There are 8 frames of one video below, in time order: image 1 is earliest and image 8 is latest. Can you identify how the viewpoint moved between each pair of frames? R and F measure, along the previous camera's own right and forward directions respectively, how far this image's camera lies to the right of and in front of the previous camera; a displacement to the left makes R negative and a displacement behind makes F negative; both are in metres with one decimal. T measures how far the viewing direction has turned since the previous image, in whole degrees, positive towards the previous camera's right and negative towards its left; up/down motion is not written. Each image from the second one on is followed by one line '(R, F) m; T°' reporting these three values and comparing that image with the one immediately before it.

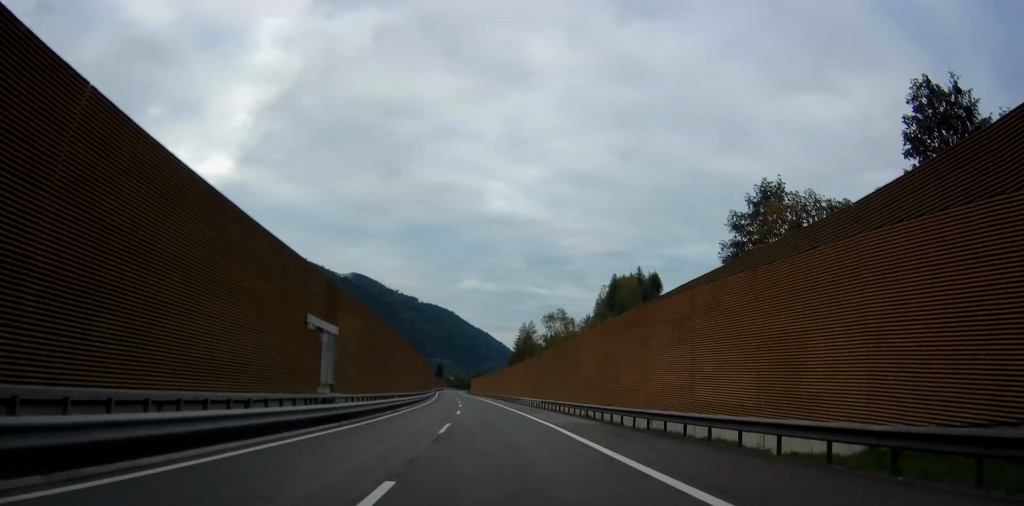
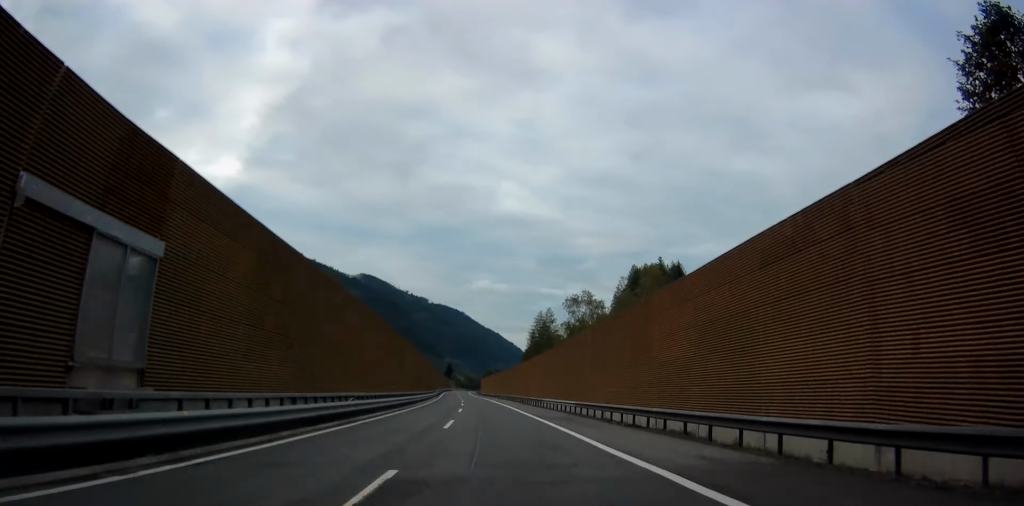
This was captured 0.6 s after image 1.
(-0.3, +16.3) m; -1°
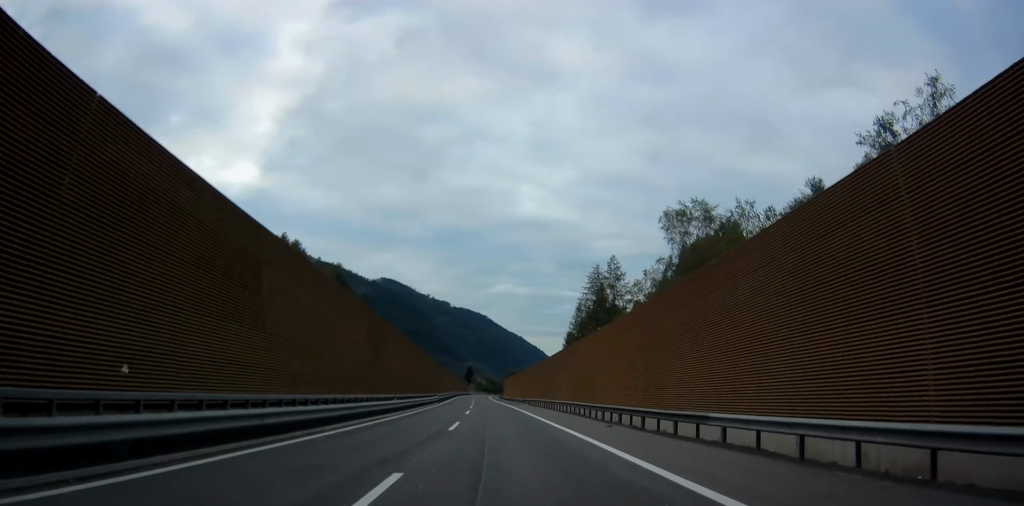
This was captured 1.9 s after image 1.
(-0.9, +36.1) m; -2°
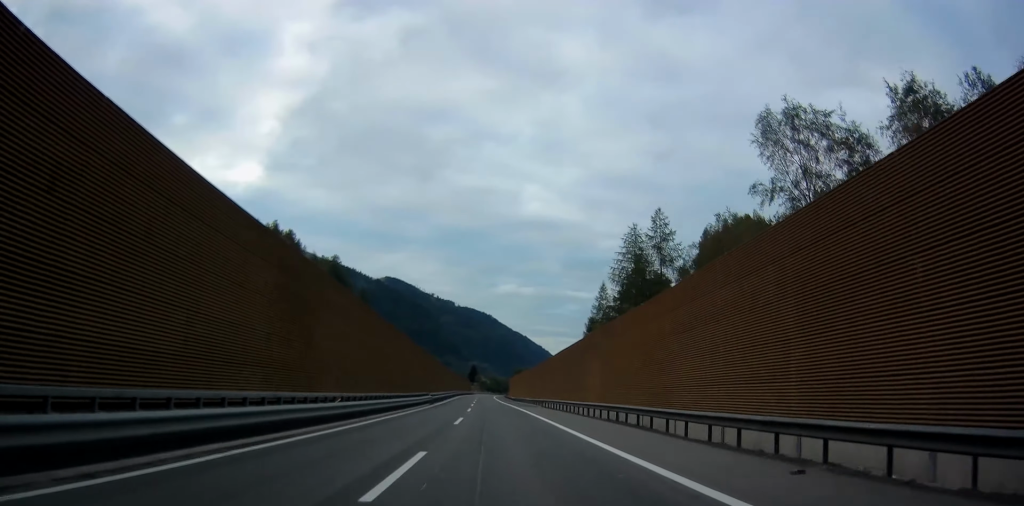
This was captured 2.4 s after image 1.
(-0.1, +14.5) m; 0°
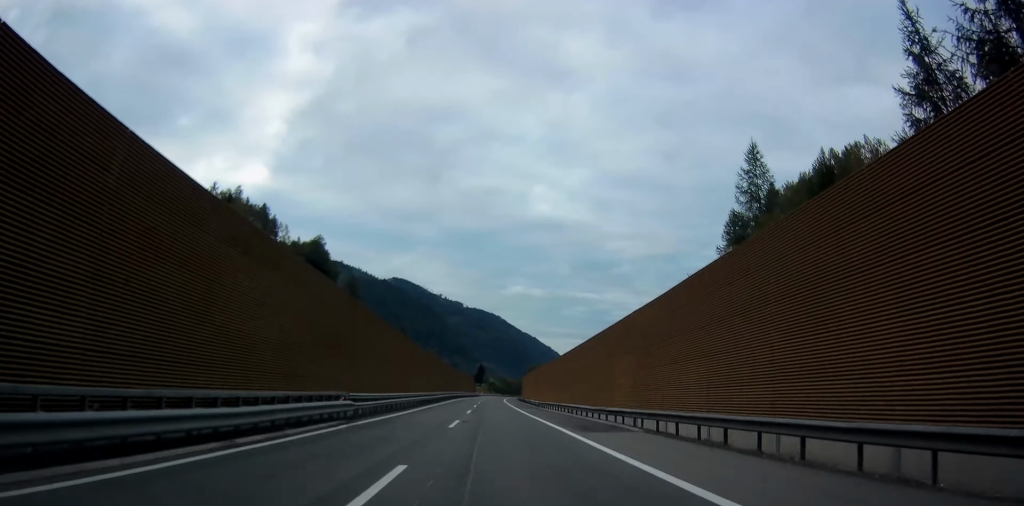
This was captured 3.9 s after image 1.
(-0.2, +39.2) m; -2°
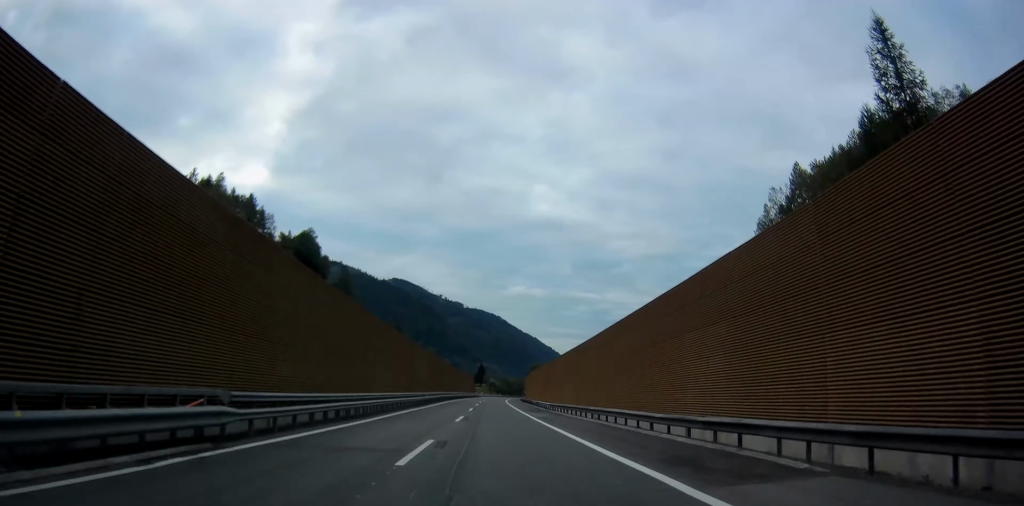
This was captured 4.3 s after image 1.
(-0.1, +12.7) m; -1°
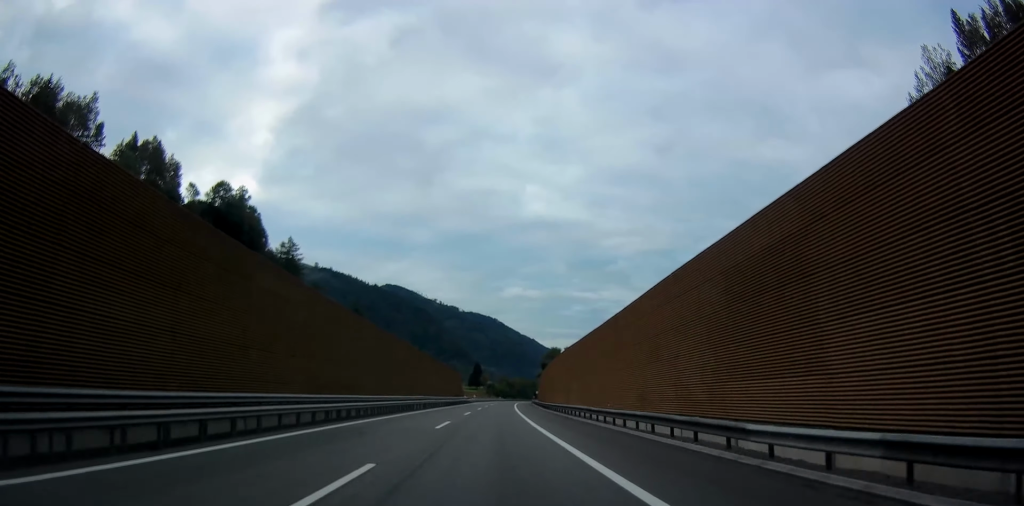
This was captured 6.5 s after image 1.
(+0.2, +59.7) m; +1°
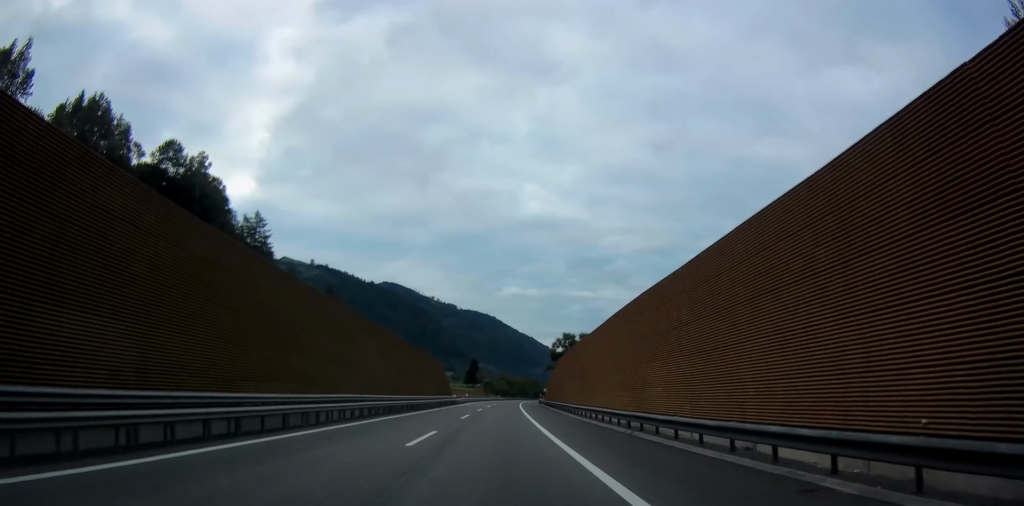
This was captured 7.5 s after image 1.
(-0.3, +25.9) m; -1°
